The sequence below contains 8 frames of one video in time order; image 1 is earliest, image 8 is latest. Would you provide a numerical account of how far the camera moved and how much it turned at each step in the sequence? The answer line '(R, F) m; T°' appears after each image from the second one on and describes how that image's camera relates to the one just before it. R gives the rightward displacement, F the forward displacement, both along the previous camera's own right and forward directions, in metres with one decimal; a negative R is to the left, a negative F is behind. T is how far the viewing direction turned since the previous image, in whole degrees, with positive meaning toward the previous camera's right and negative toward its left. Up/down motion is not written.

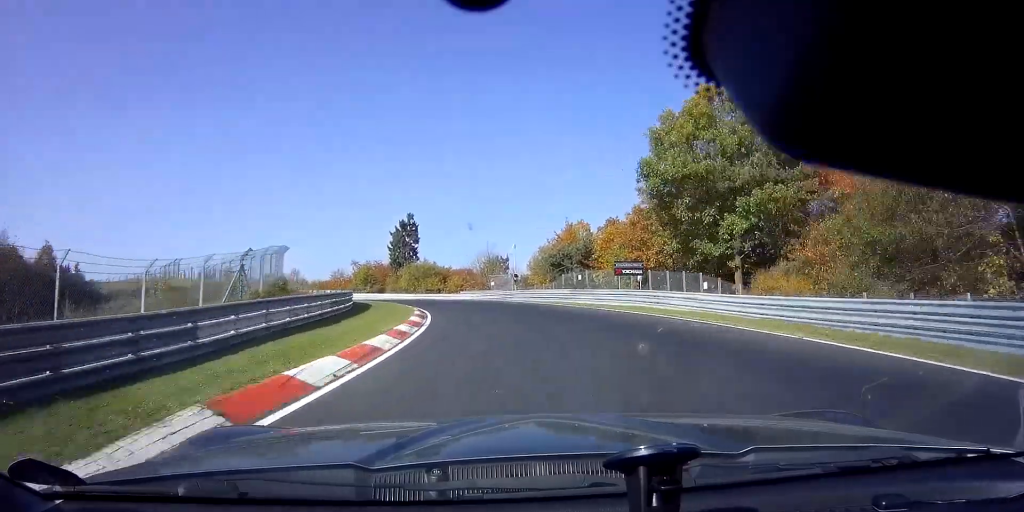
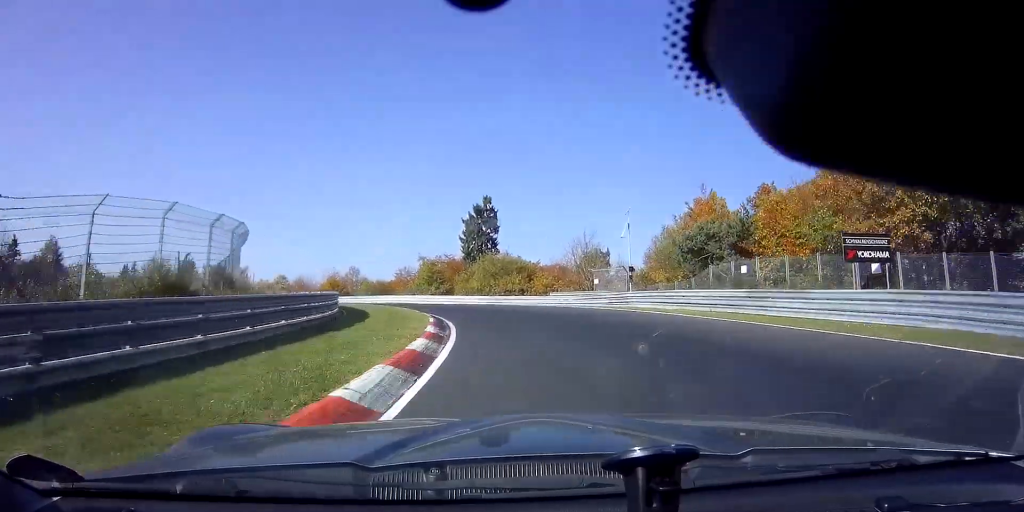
(-0.7, +17.6) m; -8°
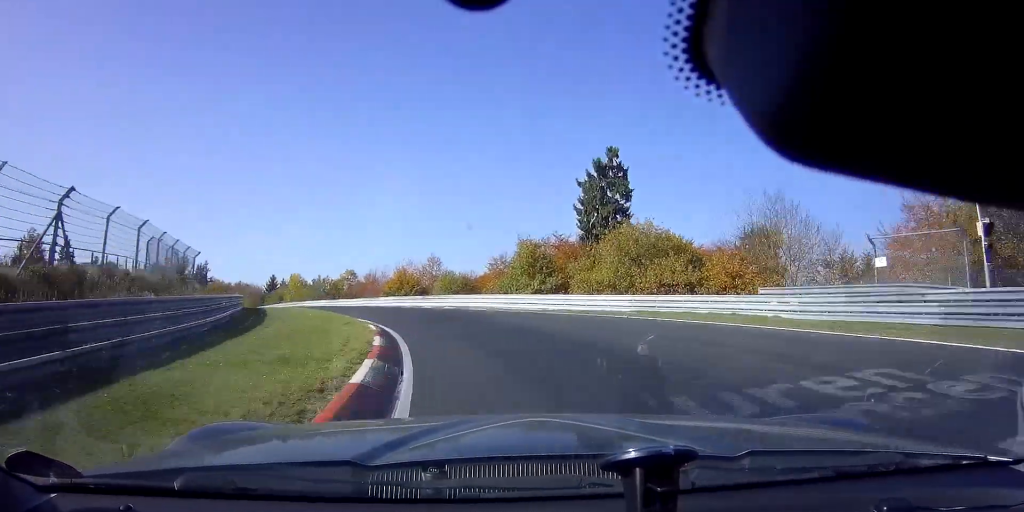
(-2.2, +23.3) m; -14°
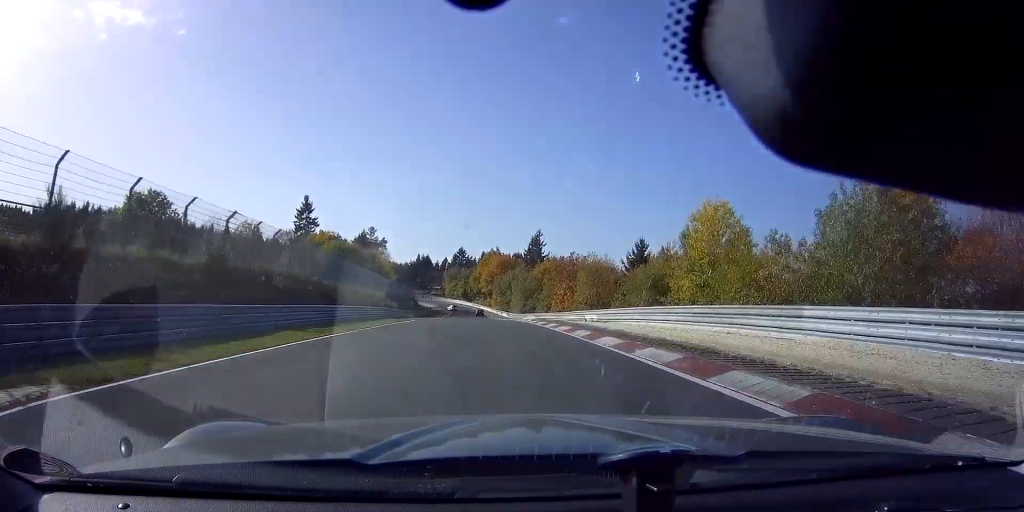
(-26.5, +62.9) m; -36°
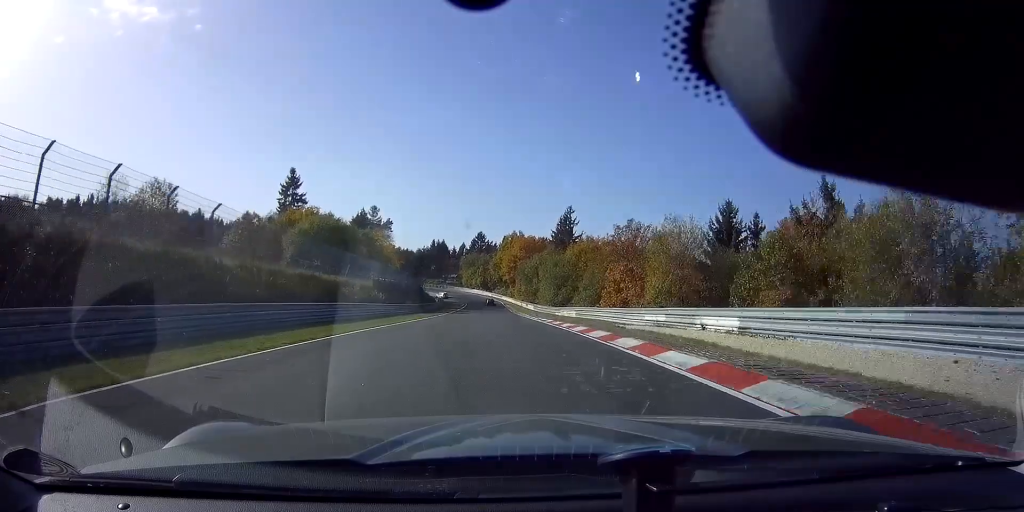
(-0.6, +20.4) m; -2°
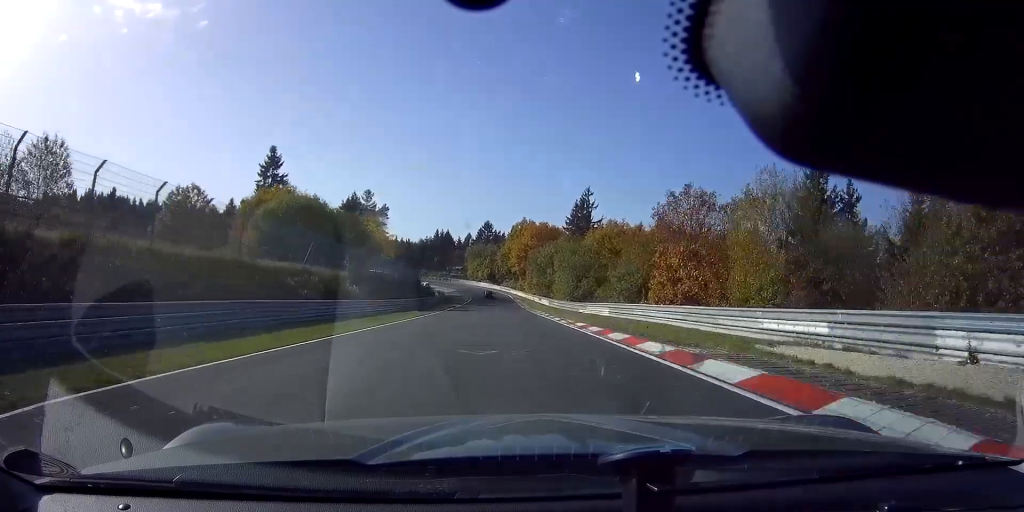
(-0.2, +12.7) m; 0°
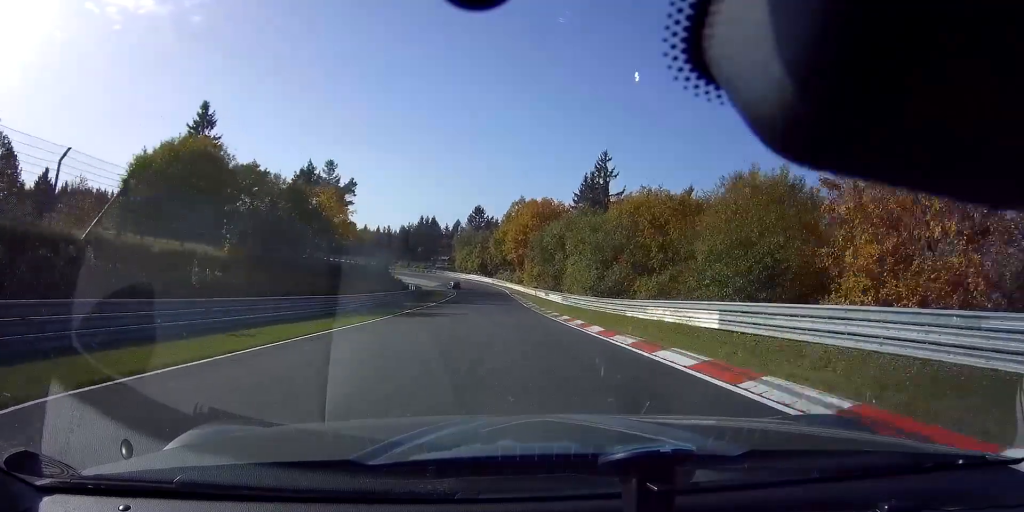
(+0.1, +21.4) m; 0°
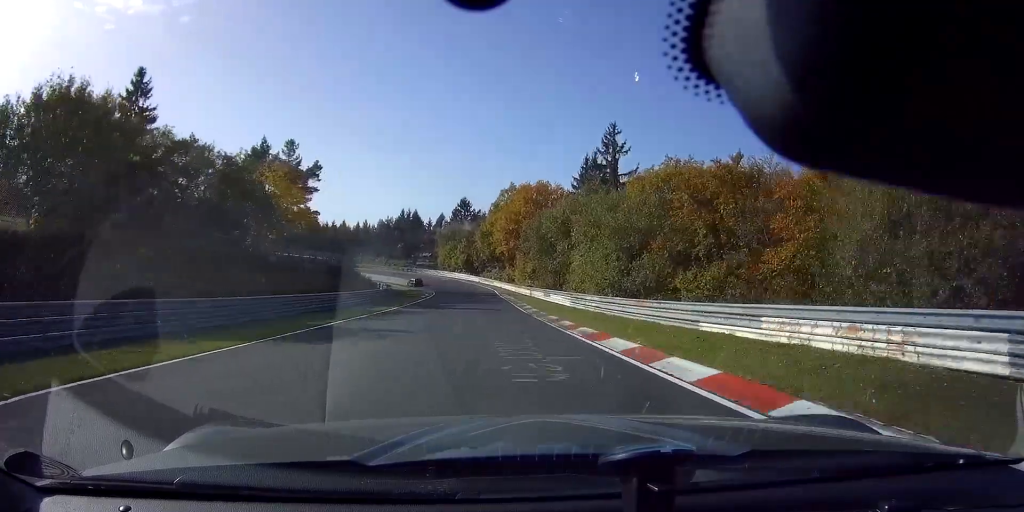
(0.0, +12.8) m; -1°
